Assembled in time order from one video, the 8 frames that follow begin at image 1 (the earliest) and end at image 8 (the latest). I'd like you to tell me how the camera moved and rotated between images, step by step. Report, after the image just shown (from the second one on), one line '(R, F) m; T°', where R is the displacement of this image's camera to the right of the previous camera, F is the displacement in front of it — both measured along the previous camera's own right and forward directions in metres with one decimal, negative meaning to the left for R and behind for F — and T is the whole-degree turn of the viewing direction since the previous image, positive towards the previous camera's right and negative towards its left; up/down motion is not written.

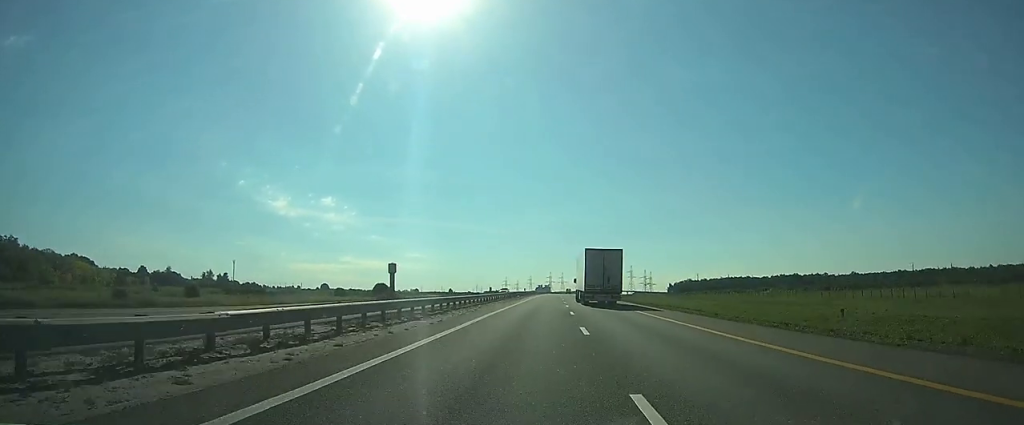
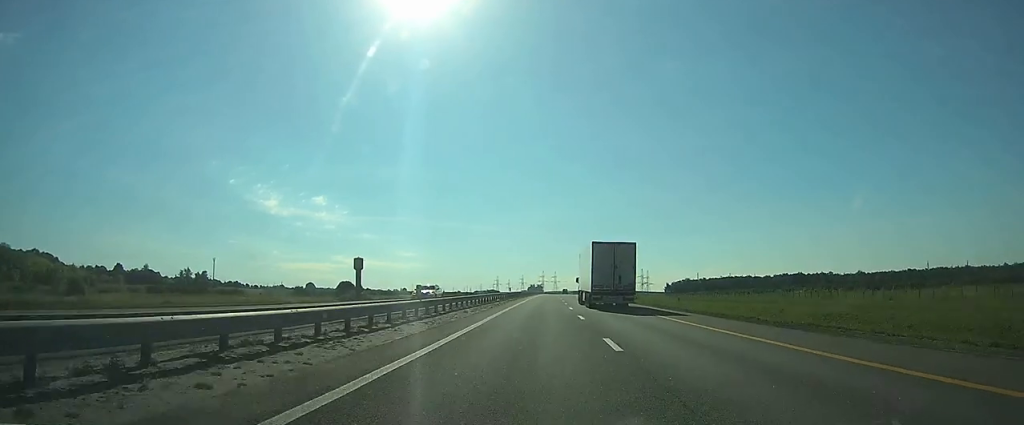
(+0.1, +27.7) m; 0°
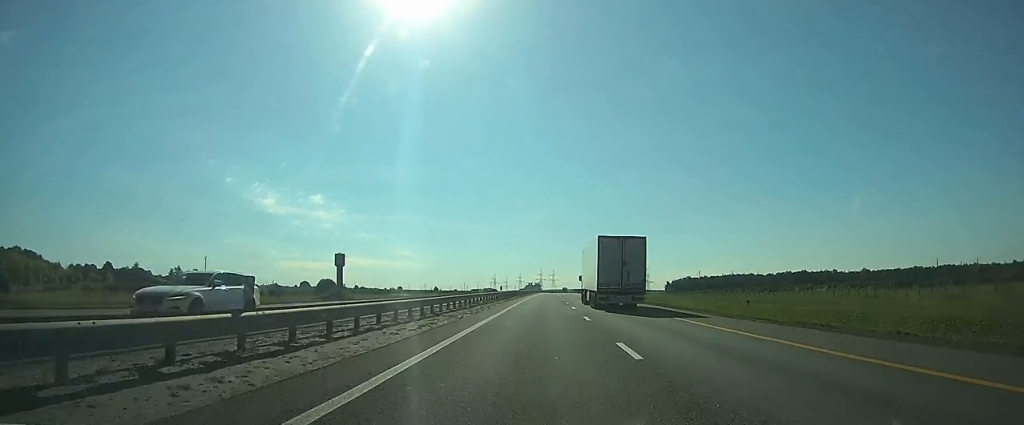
(0.0, +13.4) m; 0°
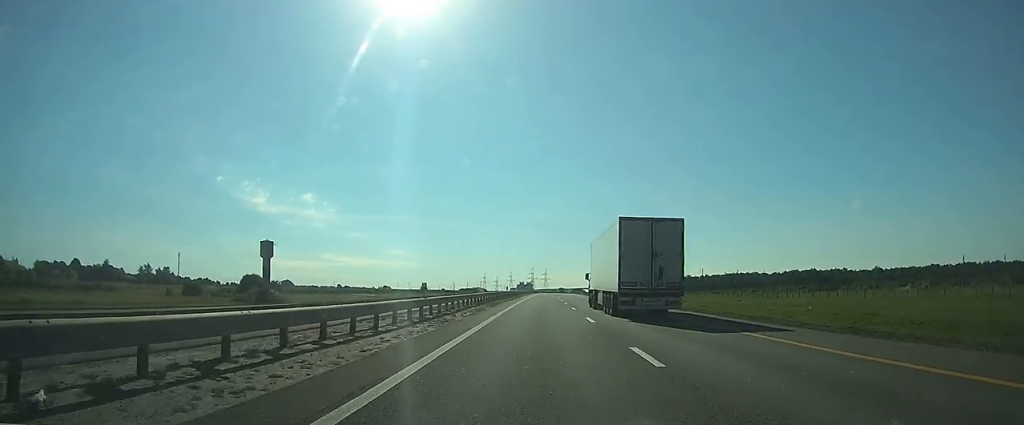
(+0.1, +36.0) m; +1°
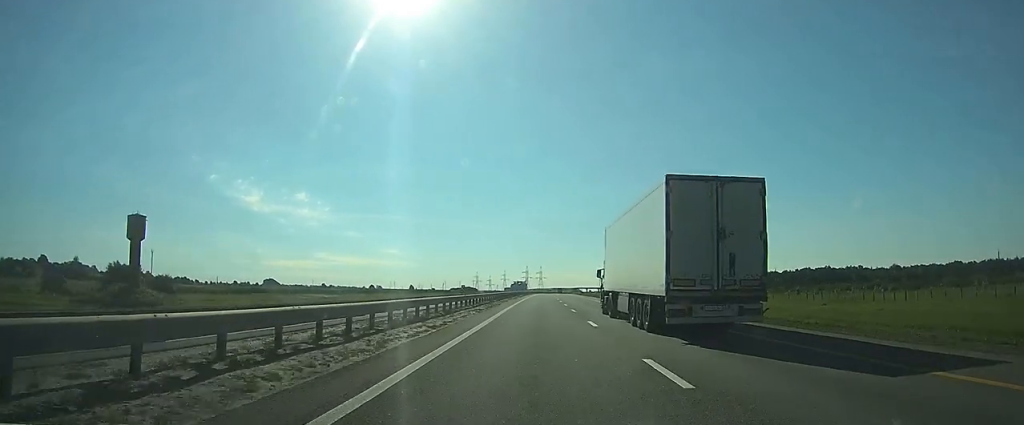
(+0.2, +37.2) m; +1°
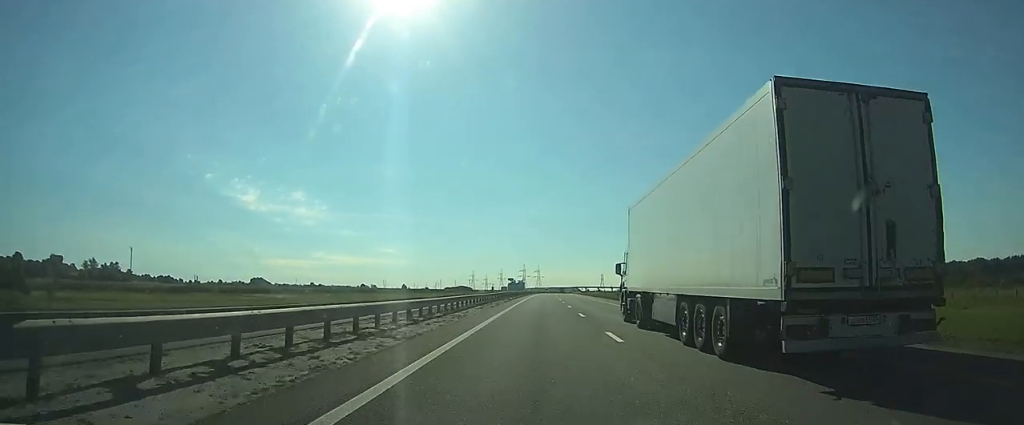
(+0.1, +29.0) m; 0°
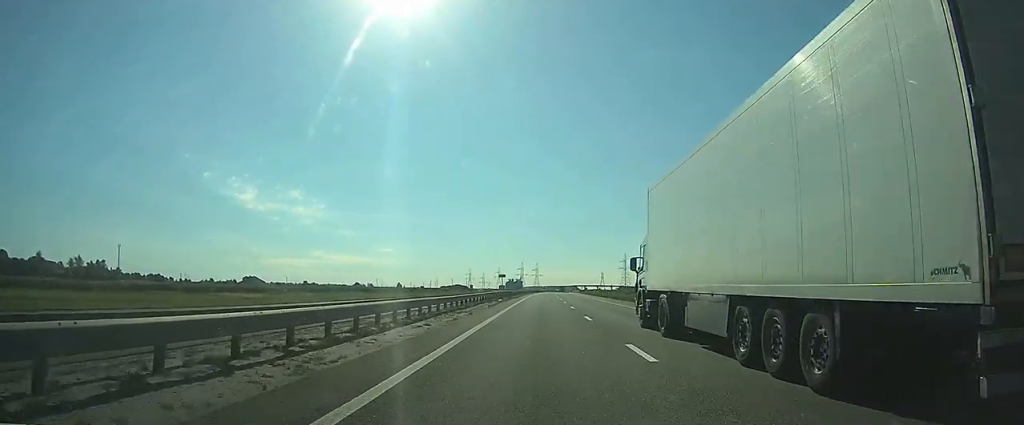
(+0.1, +15.6) m; 0°
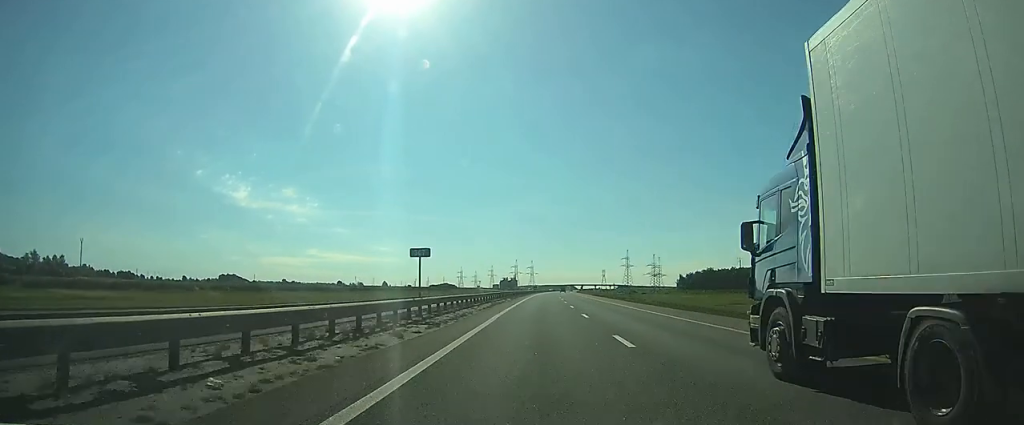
(+0.1, +44.7) m; 0°
